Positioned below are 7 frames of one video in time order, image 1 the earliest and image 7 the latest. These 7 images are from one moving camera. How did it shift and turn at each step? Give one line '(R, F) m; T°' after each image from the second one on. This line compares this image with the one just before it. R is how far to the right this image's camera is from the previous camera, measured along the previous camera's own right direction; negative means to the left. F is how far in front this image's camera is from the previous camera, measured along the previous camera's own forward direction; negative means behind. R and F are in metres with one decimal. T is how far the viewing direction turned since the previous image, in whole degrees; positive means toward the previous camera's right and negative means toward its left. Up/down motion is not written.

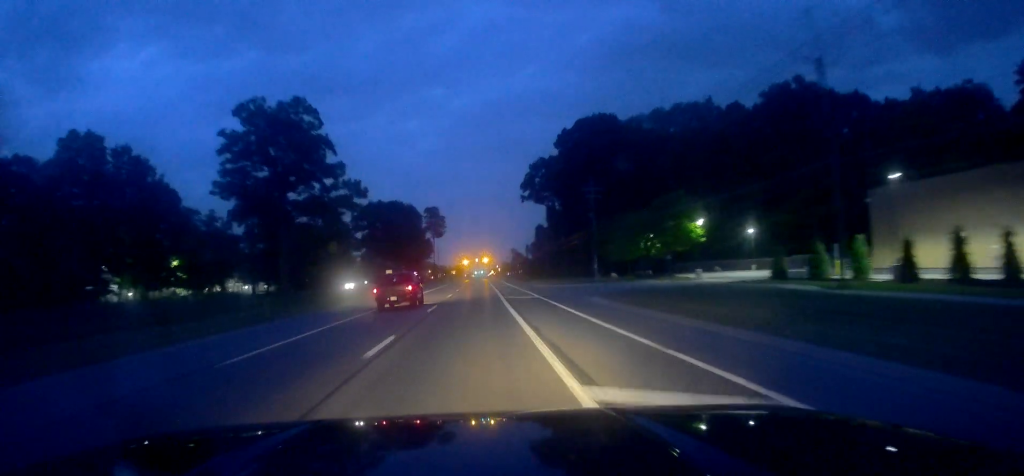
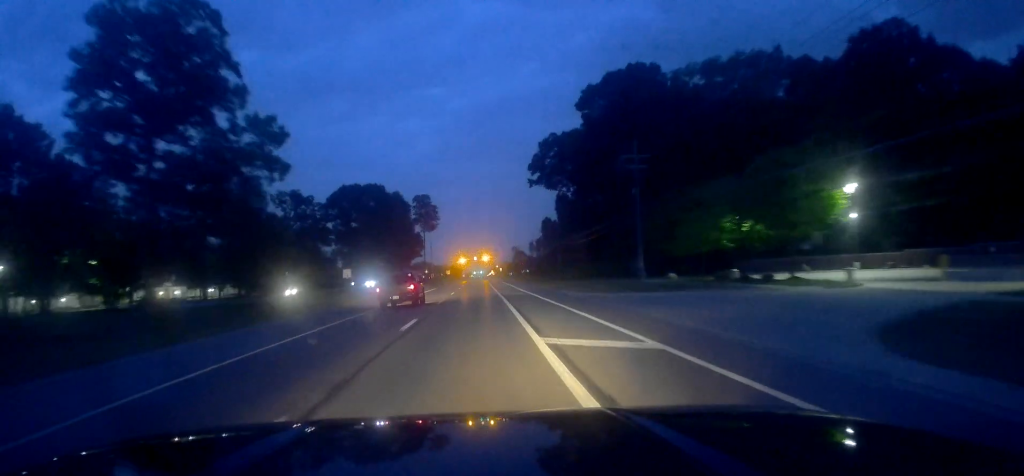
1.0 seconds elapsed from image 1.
(-0.3, +26.8) m; 0°
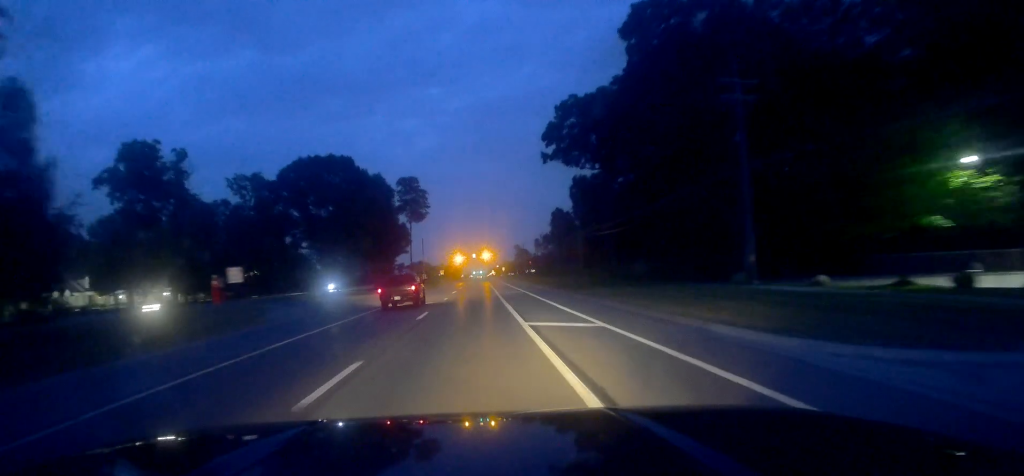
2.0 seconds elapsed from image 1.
(+0.2, +26.6) m; +1°
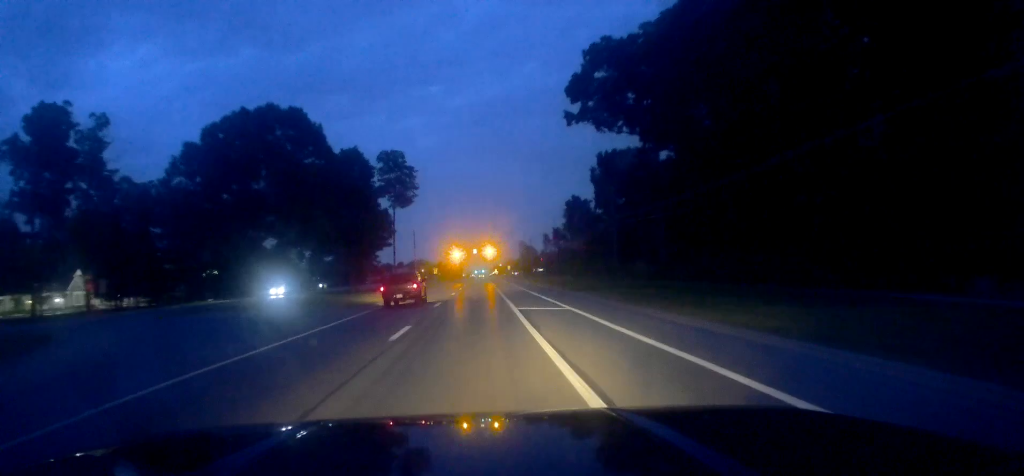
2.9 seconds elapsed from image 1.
(+0.1, +24.0) m; 0°
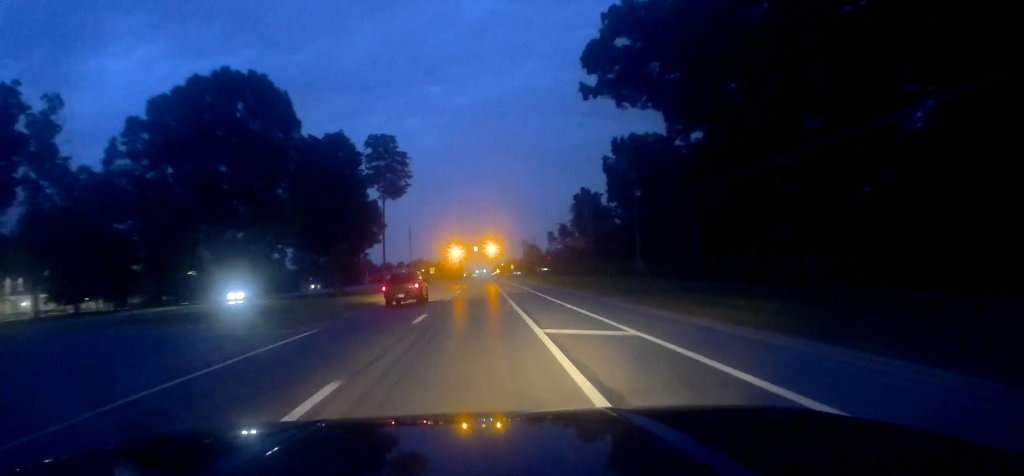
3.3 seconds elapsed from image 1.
(-0.1, +10.5) m; 0°
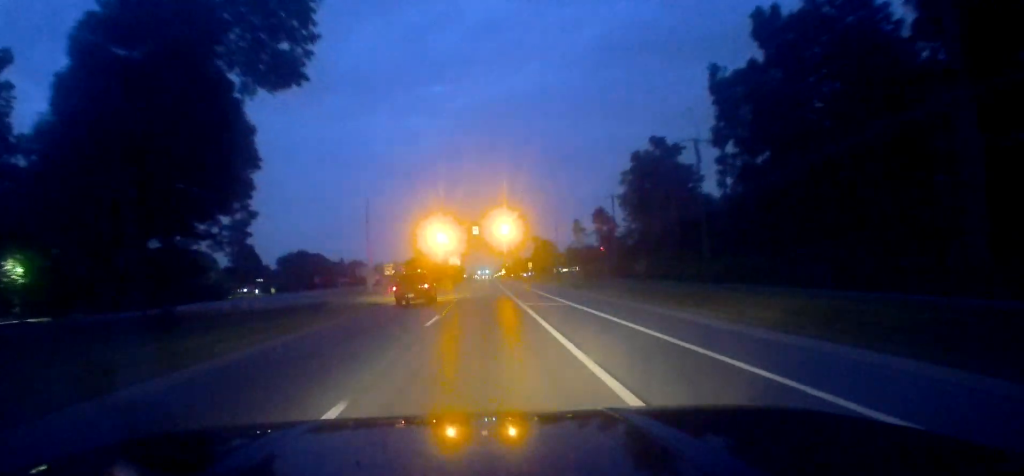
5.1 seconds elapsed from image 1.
(-0.6, +47.7) m; -1°
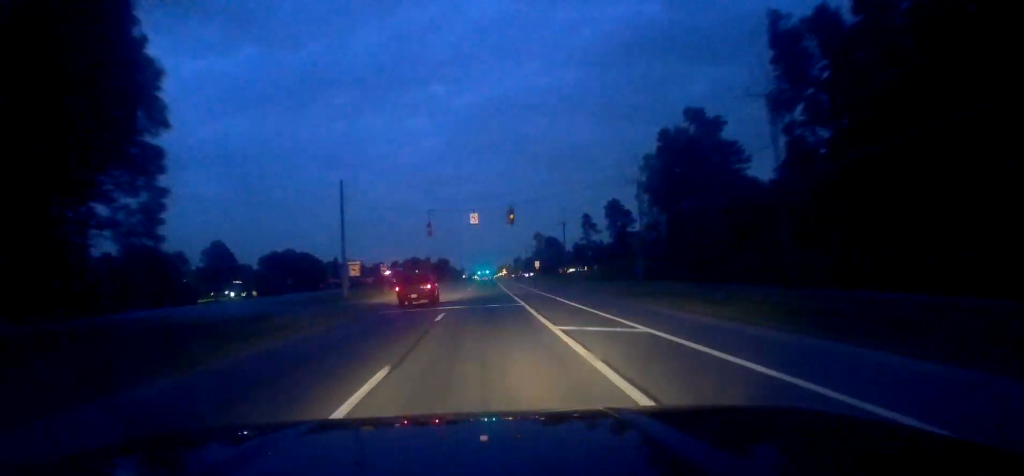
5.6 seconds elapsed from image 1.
(-0.2, +12.9) m; 0°
